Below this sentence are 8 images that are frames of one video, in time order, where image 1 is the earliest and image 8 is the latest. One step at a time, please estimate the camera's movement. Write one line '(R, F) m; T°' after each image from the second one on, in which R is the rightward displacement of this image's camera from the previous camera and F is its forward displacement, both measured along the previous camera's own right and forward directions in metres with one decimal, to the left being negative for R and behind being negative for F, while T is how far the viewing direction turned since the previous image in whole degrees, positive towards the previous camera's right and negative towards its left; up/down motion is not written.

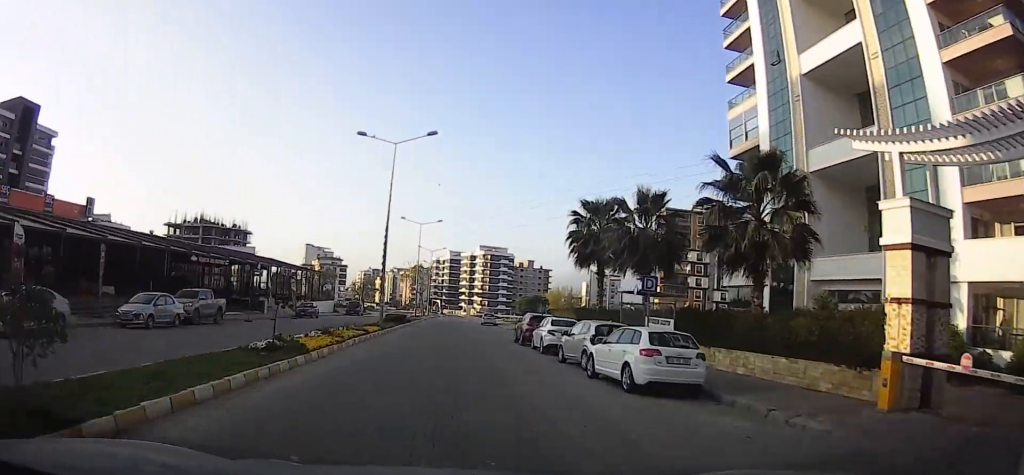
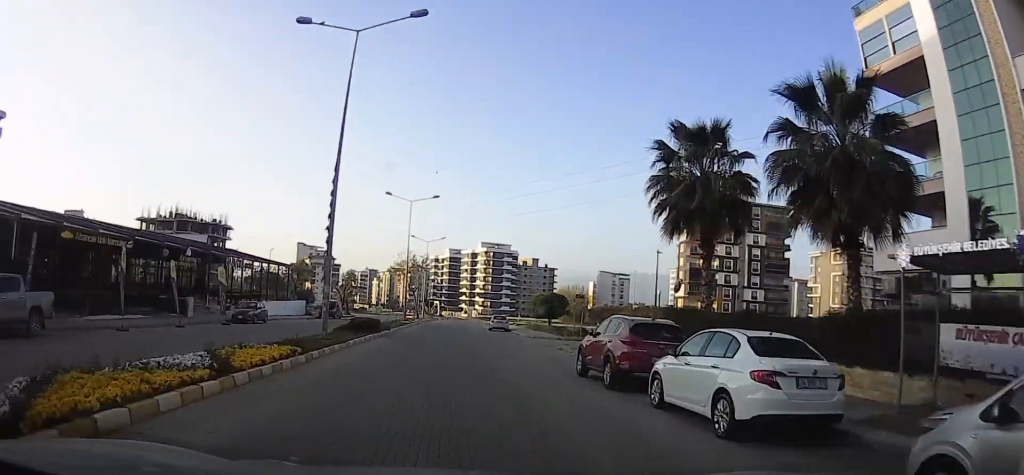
(0.0, +16.4) m; 0°
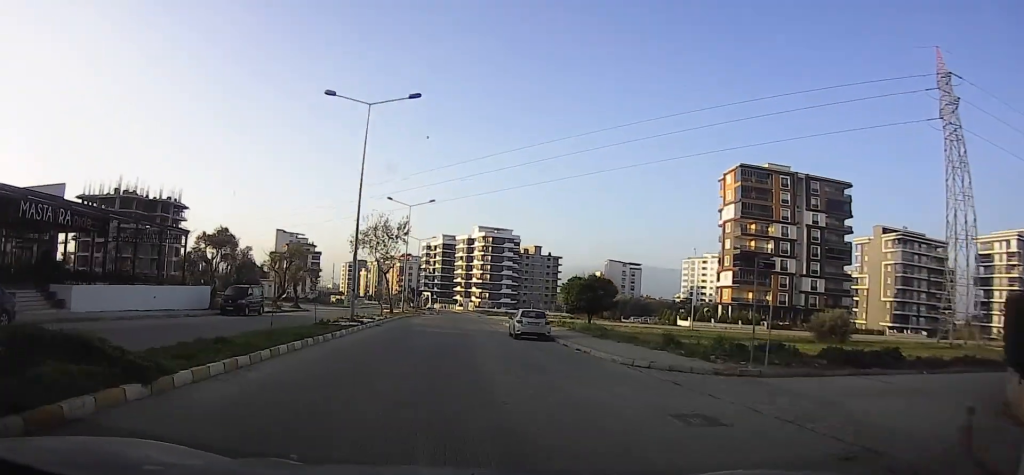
(+0.1, +26.1) m; +1°
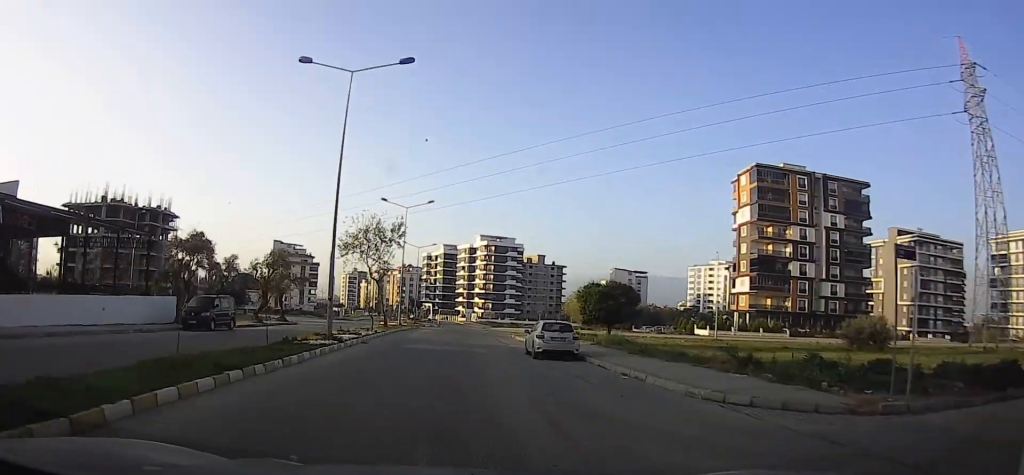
(+0.1, +5.8) m; 0°
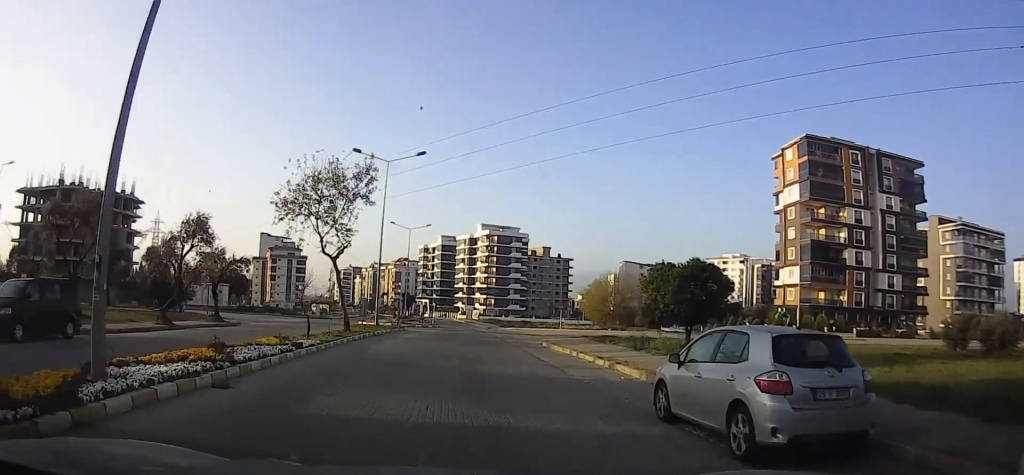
(+0.1, +16.2) m; 0°
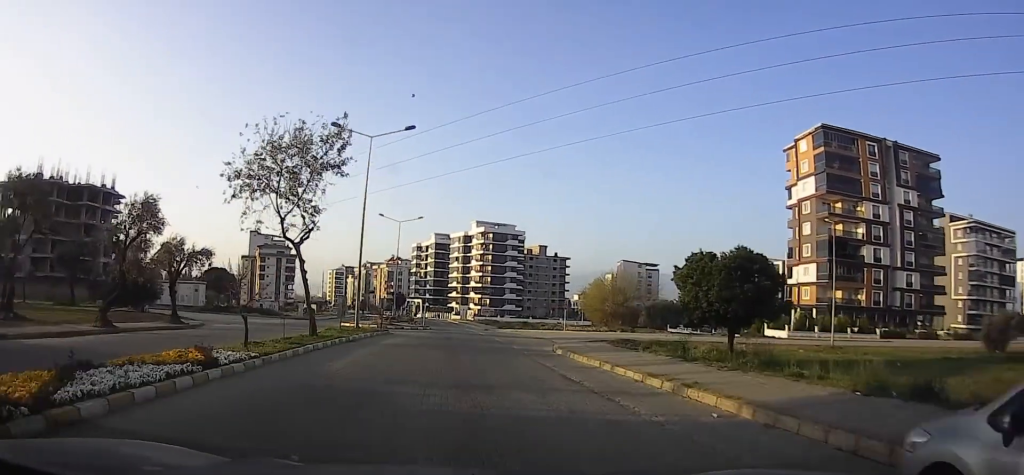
(0.0, +5.9) m; 0°
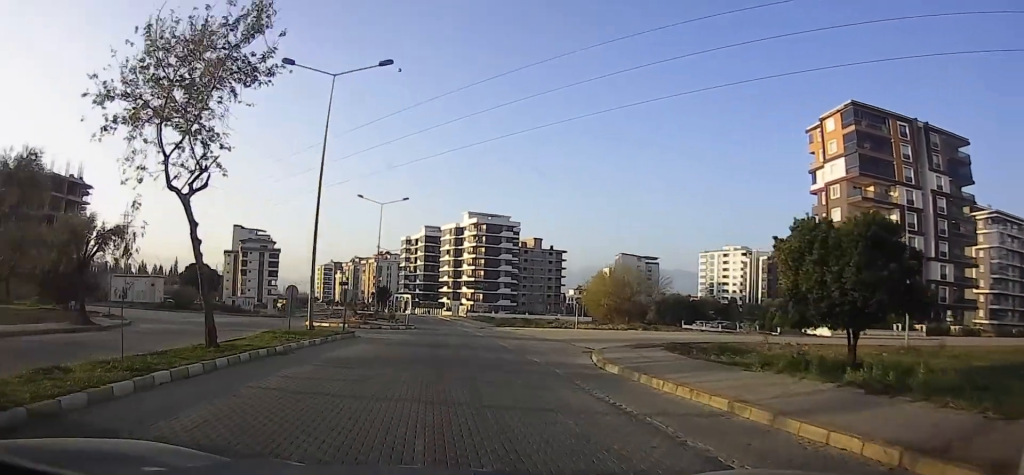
(-0.1, +9.3) m; 0°
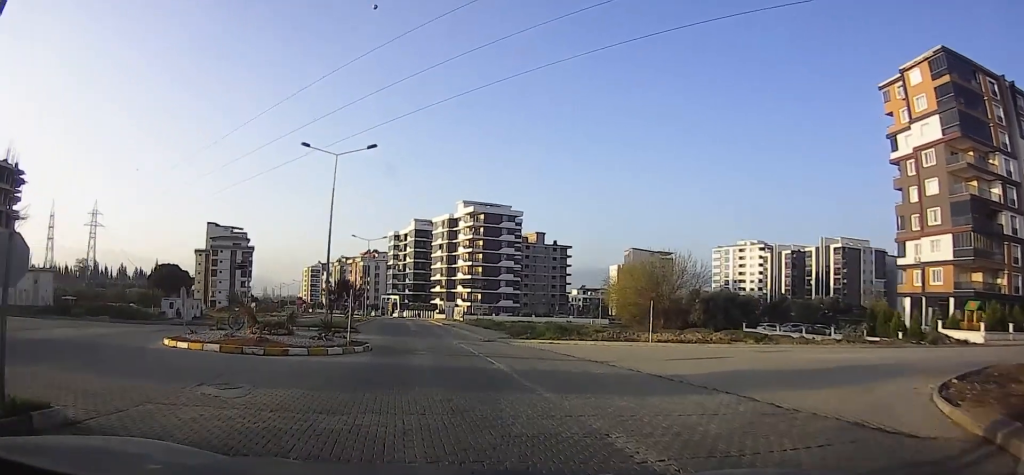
(-0.1, +19.9) m; 0°
